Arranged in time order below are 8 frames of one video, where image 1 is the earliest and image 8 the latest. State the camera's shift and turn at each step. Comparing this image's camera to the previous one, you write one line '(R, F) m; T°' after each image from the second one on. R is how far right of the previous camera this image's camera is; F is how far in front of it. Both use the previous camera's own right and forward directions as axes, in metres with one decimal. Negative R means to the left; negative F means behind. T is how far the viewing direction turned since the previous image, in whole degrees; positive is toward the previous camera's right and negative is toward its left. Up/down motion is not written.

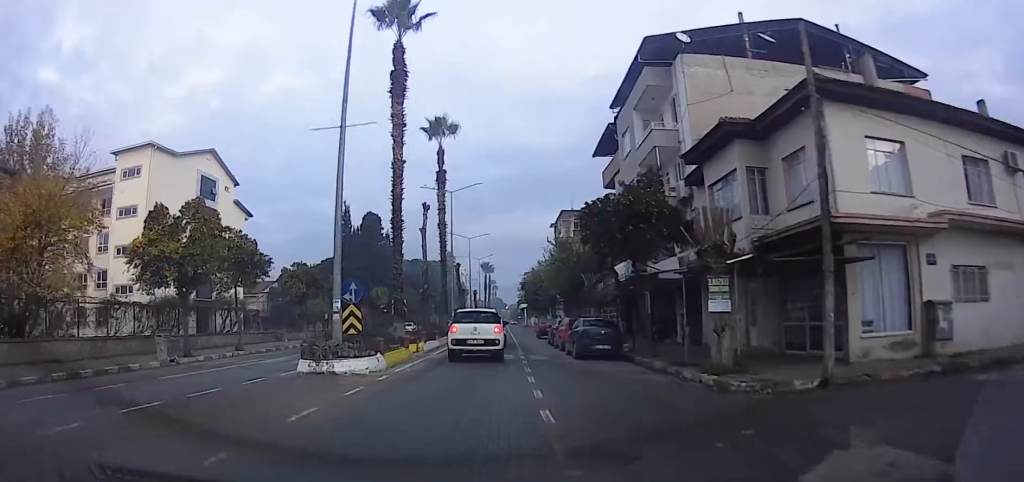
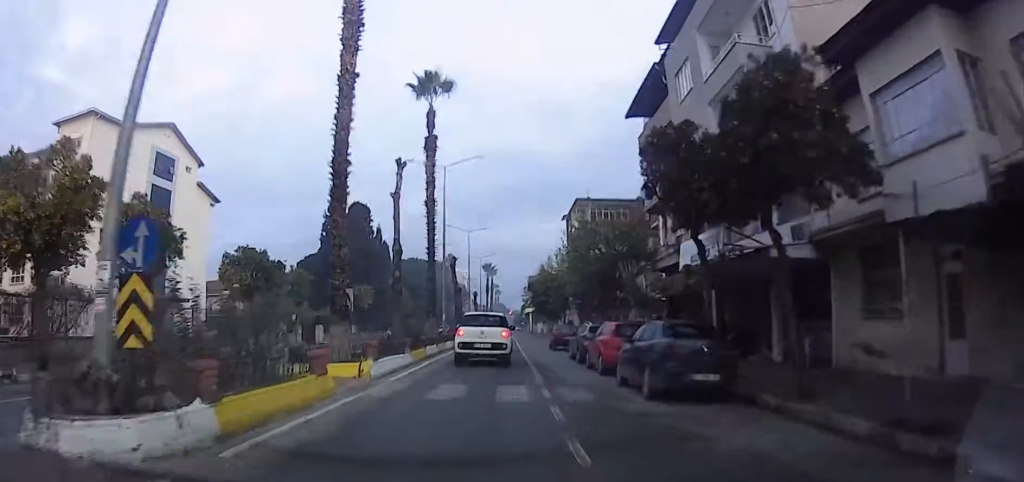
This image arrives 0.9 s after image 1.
(0.0, +9.1) m; 0°
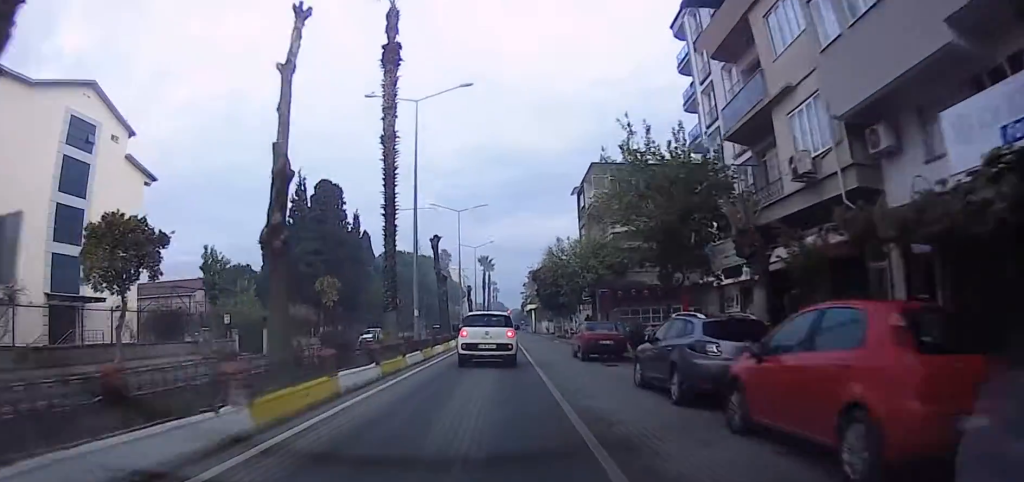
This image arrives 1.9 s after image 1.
(0.0, +11.0) m; 0°
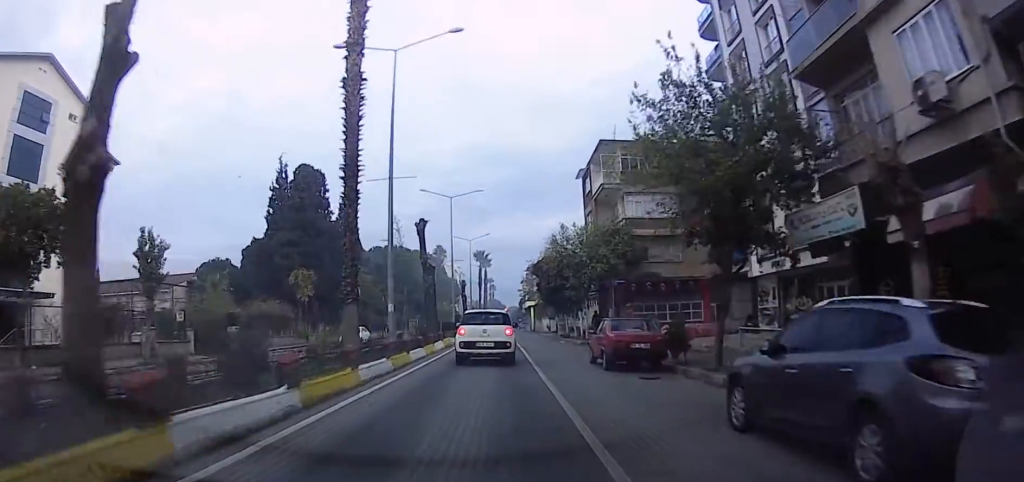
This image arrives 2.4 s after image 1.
(0.0, +5.0) m; 0°
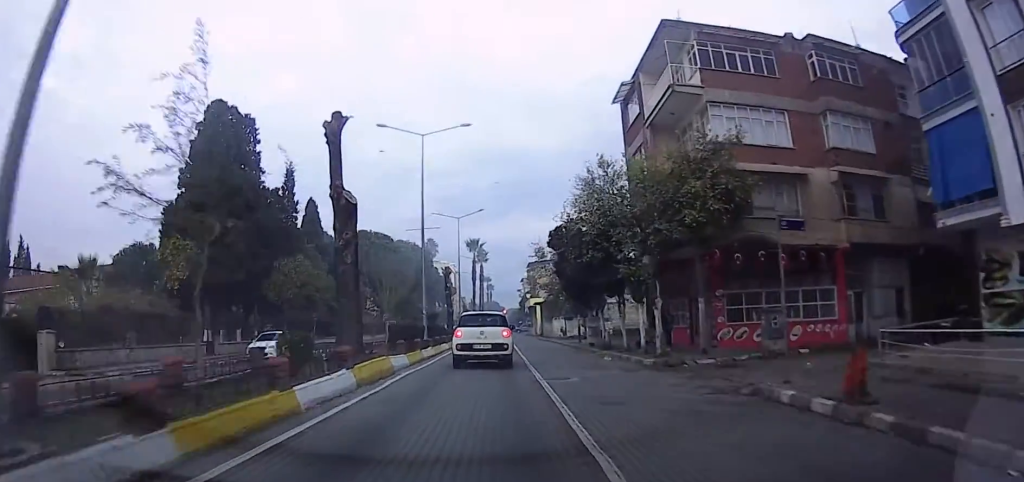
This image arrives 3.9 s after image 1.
(0.0, +16.6) m; 0°
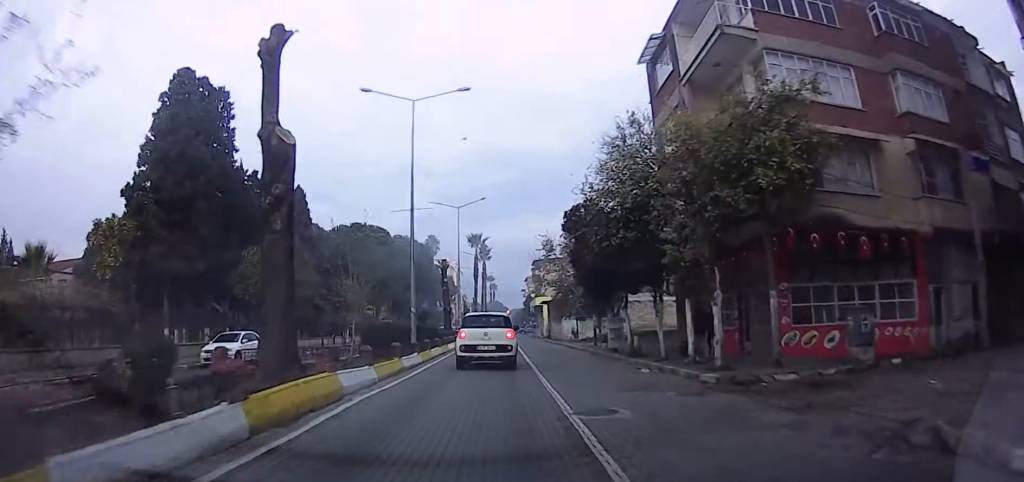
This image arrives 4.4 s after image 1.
(0.0, +5.1) m; 0°
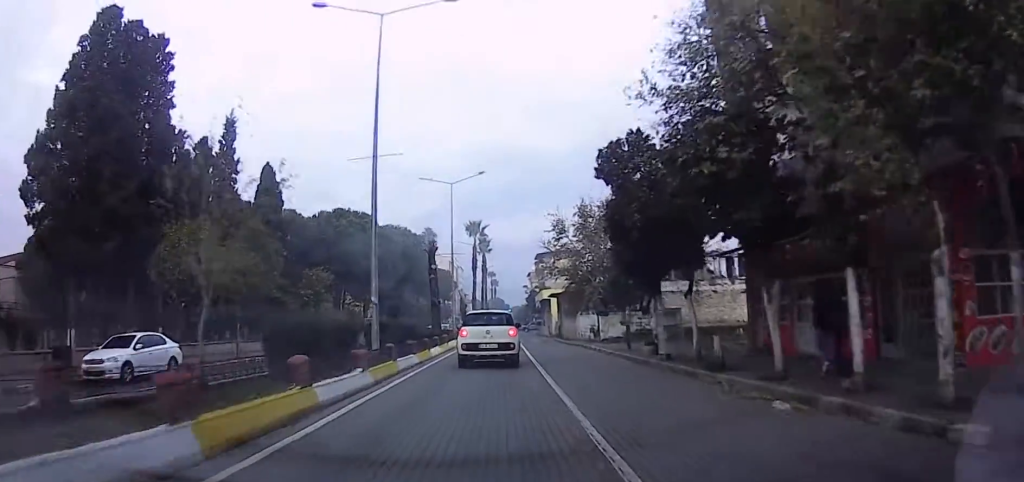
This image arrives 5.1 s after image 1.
(0.0, +7.9) m; 0°
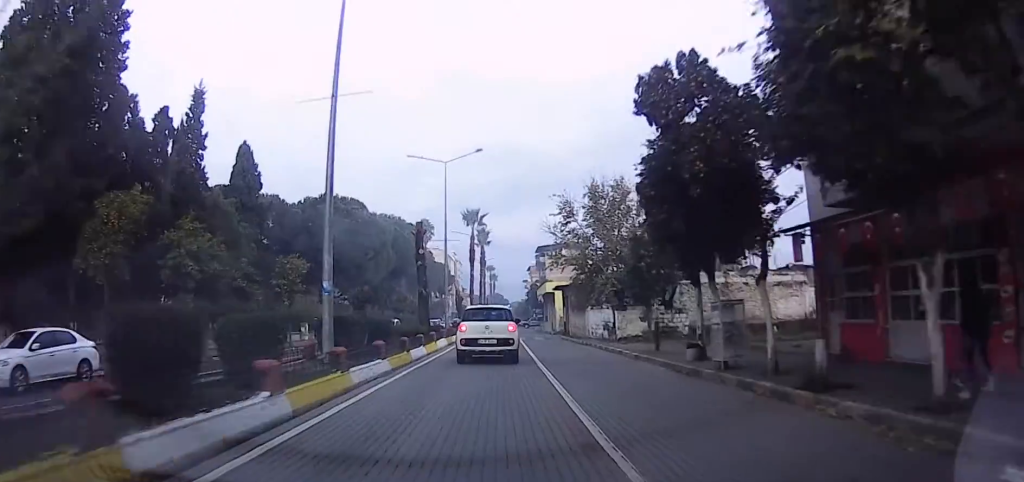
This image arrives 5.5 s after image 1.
(0.0, +4.6) m; 0°
